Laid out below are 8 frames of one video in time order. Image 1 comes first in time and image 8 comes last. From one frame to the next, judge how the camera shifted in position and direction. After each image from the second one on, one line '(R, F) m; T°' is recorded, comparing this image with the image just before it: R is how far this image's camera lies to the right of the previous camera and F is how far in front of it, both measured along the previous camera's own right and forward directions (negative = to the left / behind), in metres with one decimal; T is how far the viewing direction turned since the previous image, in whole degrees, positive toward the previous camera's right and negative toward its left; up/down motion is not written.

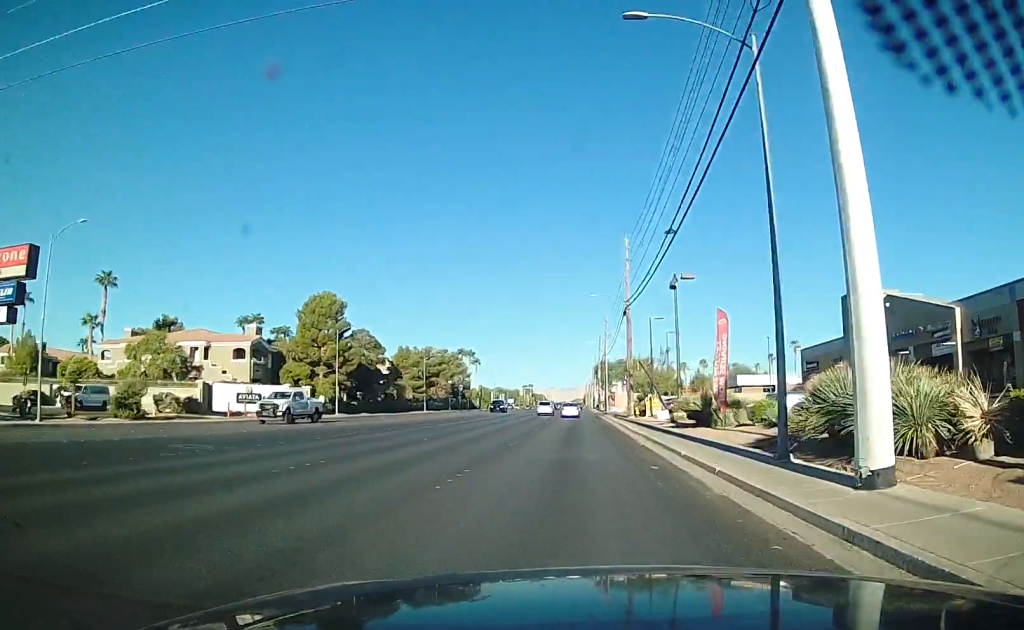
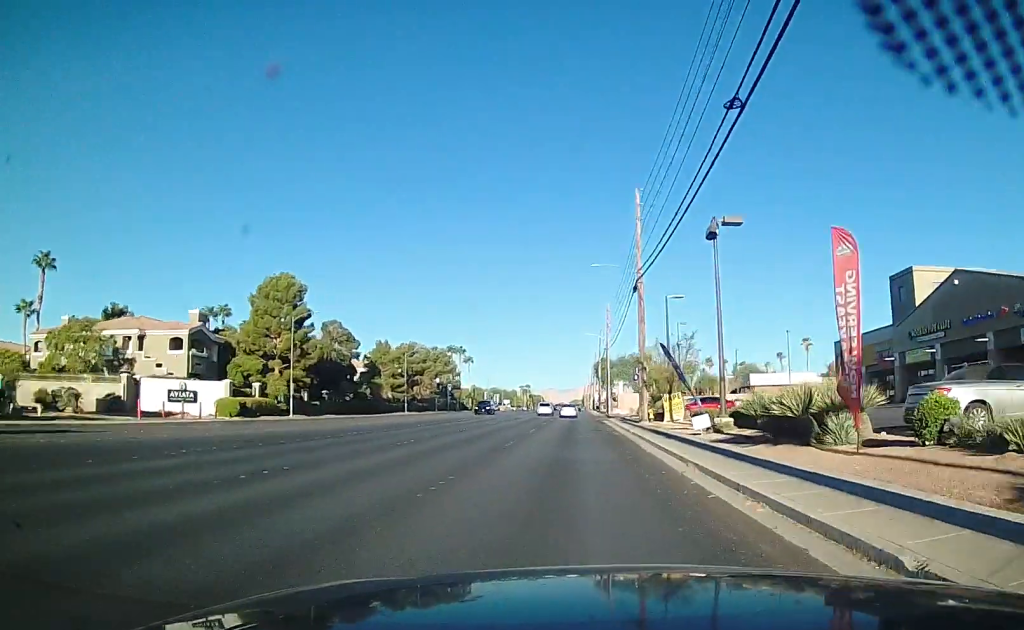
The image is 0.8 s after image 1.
(+0.5, +12.1) m; 0°
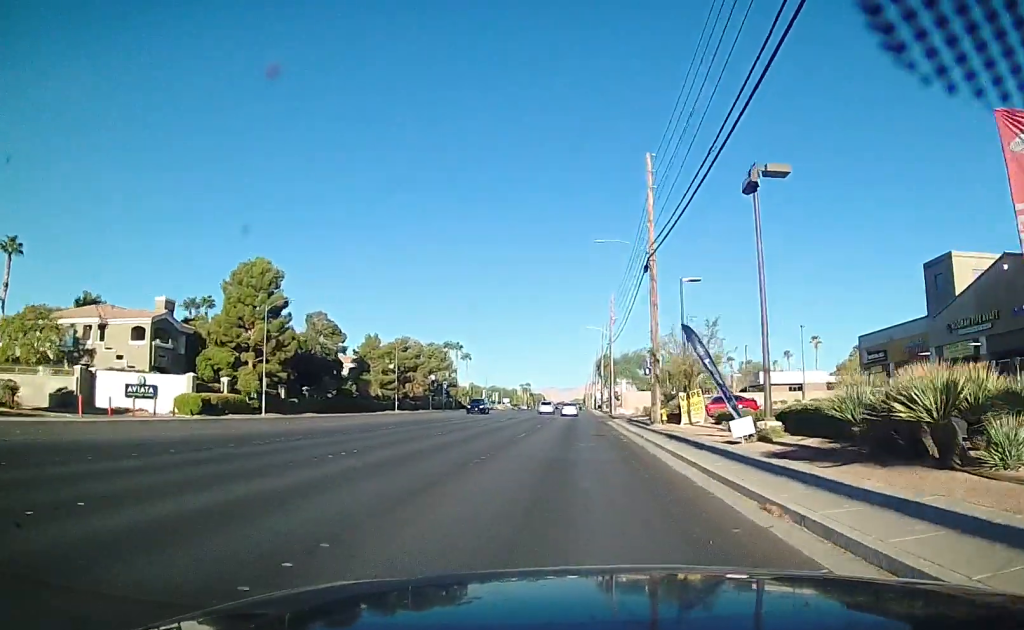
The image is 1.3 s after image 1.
(-0.1, +6.1) m; -1°
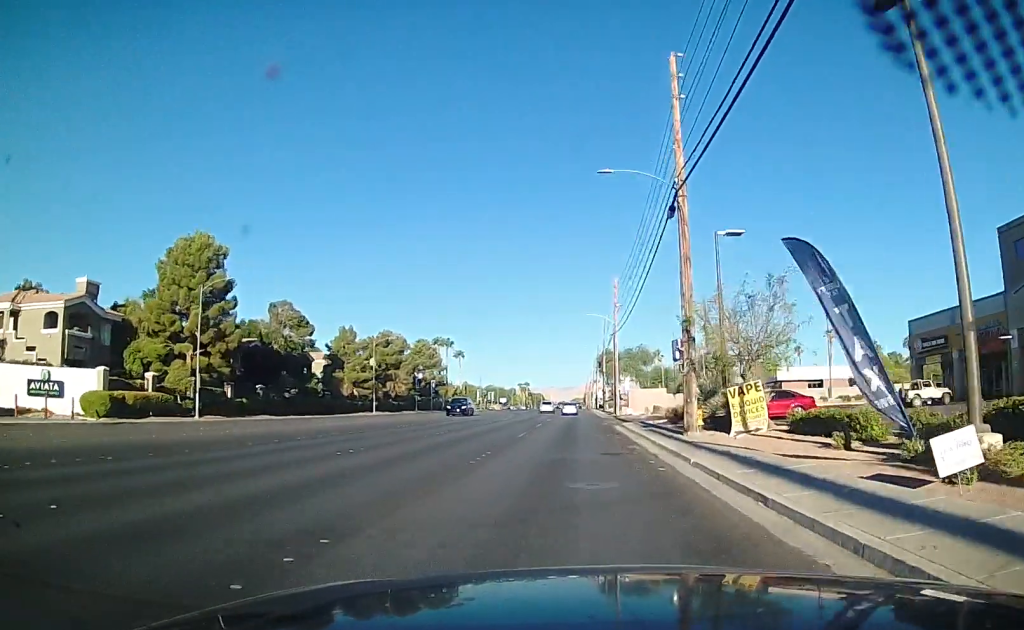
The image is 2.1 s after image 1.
(-0.2, +11.0) m; -1°
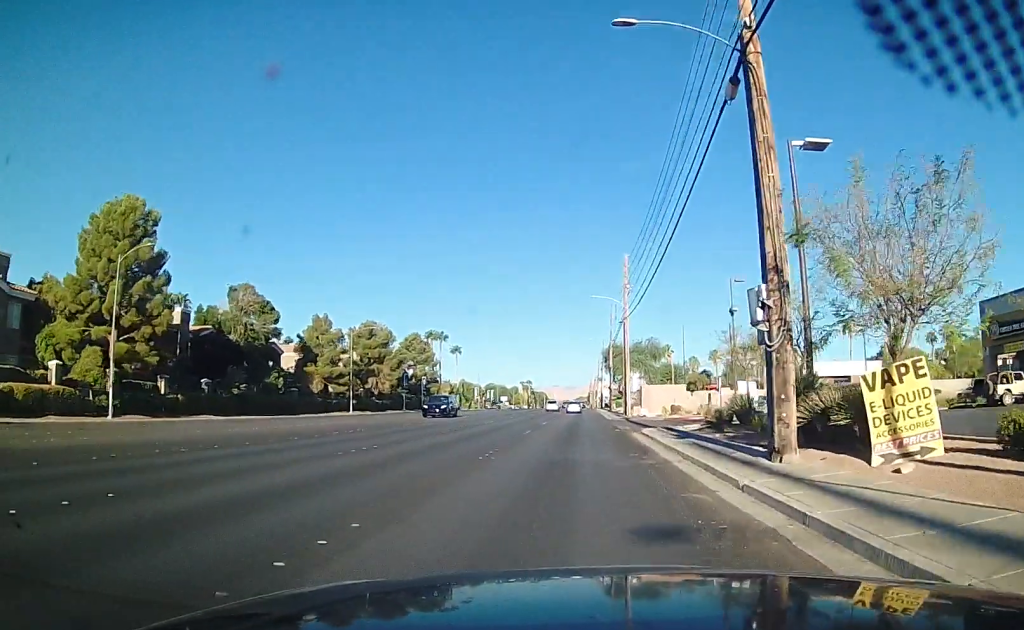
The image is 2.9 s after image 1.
(-0.1, +11.0) m; +2°
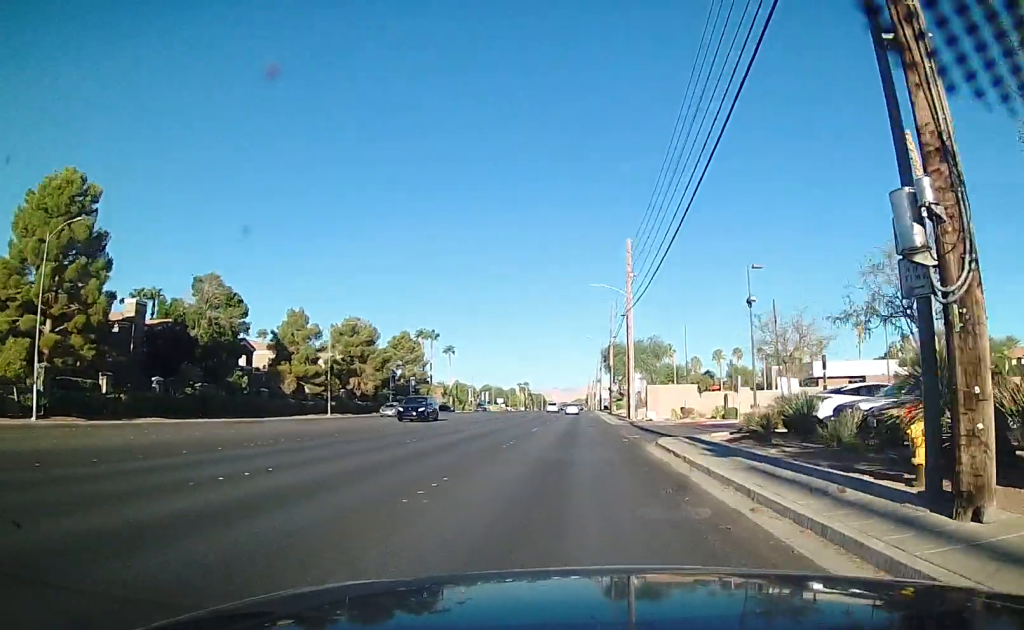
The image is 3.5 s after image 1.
(+0.3, +6.7) m; +1°
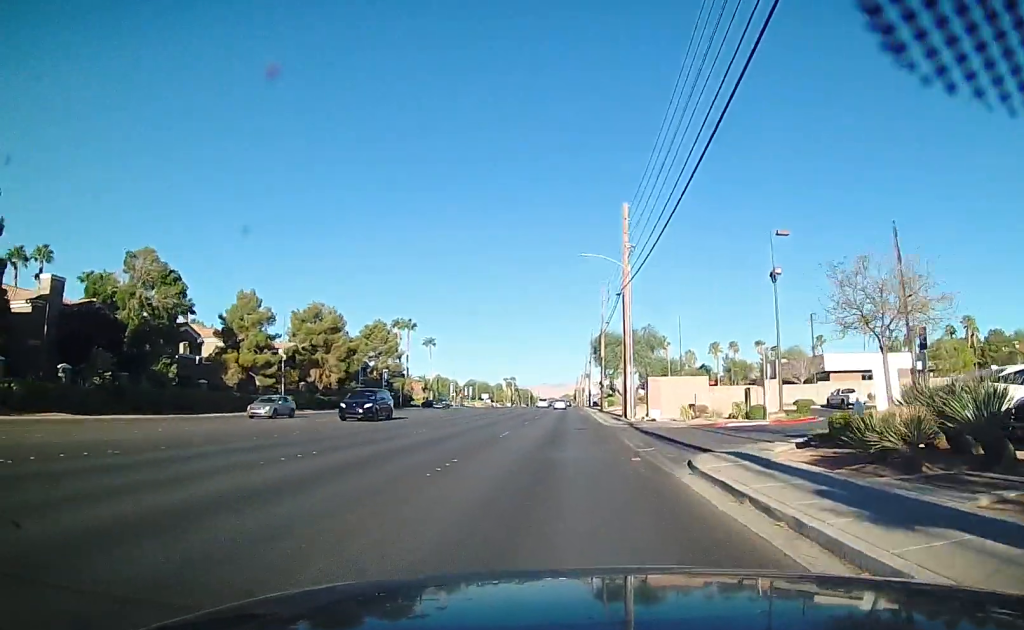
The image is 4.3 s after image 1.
(+0.1, +9.5) m; -1°
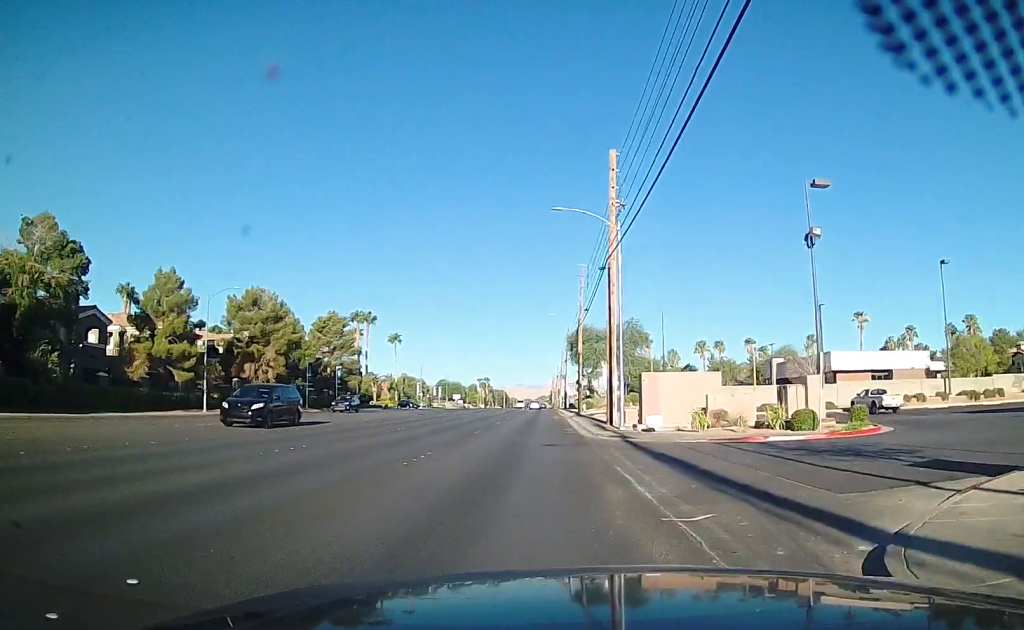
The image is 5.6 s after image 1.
(-0.6, +11.5) m; -3°
